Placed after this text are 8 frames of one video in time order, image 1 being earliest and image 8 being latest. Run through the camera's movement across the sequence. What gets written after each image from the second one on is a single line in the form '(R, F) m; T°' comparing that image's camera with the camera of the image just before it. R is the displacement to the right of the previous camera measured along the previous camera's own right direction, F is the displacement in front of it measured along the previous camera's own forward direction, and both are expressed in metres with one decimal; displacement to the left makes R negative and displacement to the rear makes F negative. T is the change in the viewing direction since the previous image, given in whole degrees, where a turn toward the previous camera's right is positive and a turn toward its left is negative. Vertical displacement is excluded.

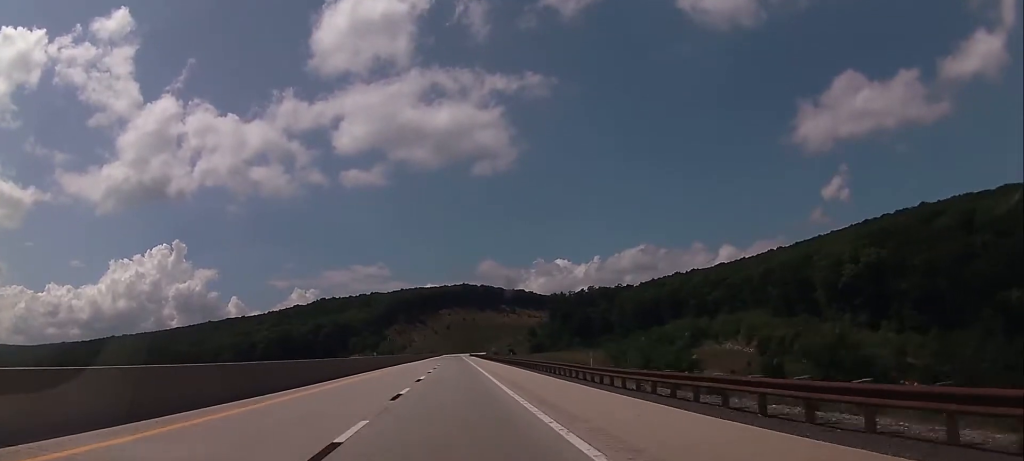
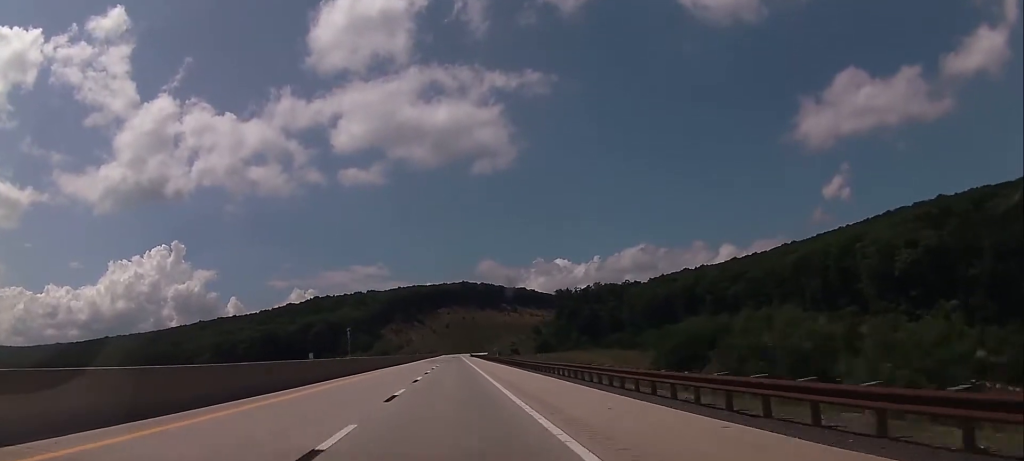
(0.0, +25.2) m; 0°
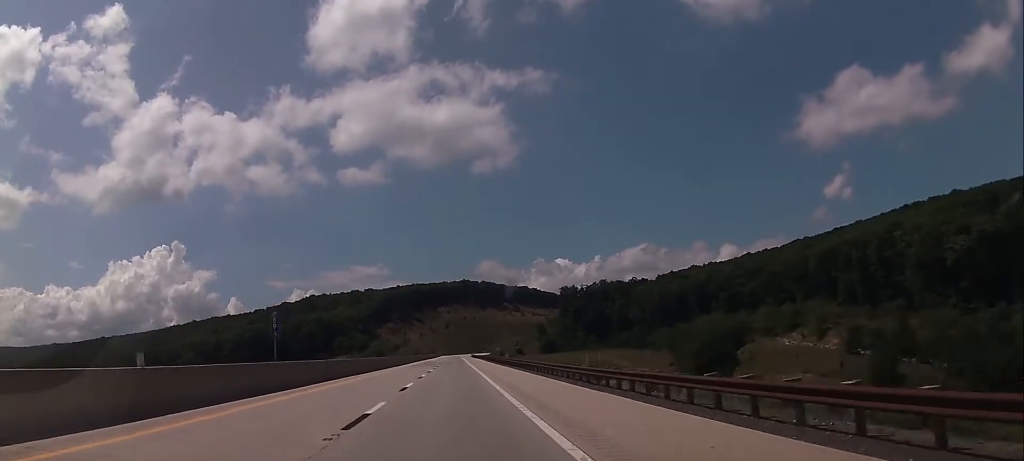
(0.0, +18.6) m; 0°
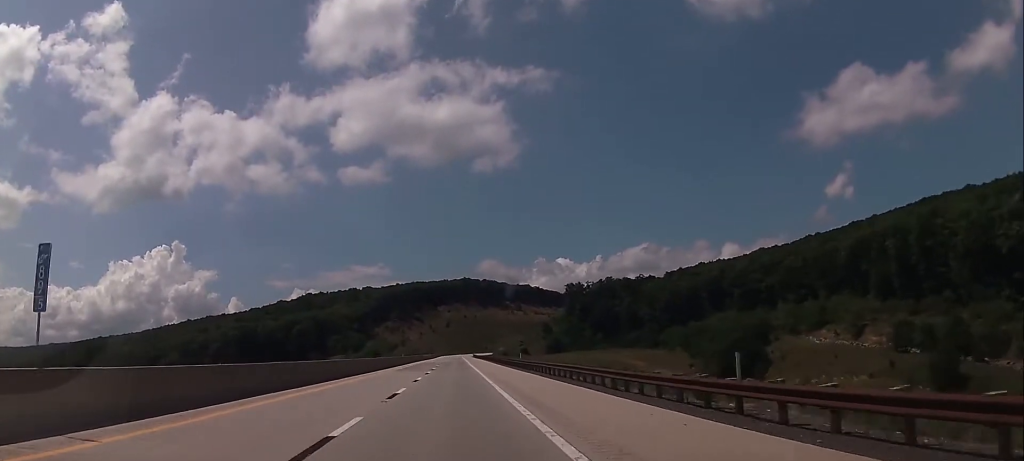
(0.0, +16.4) m; 0°
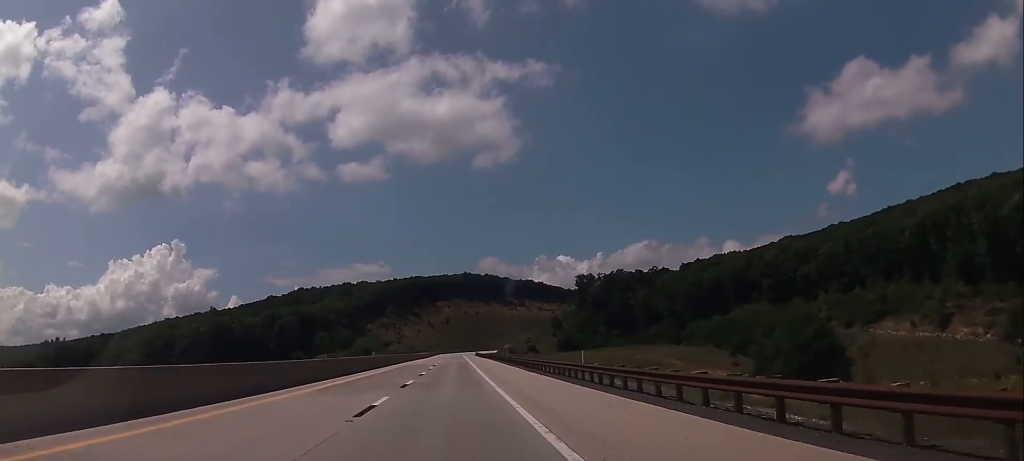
(0.0, +30.6) m; 0°
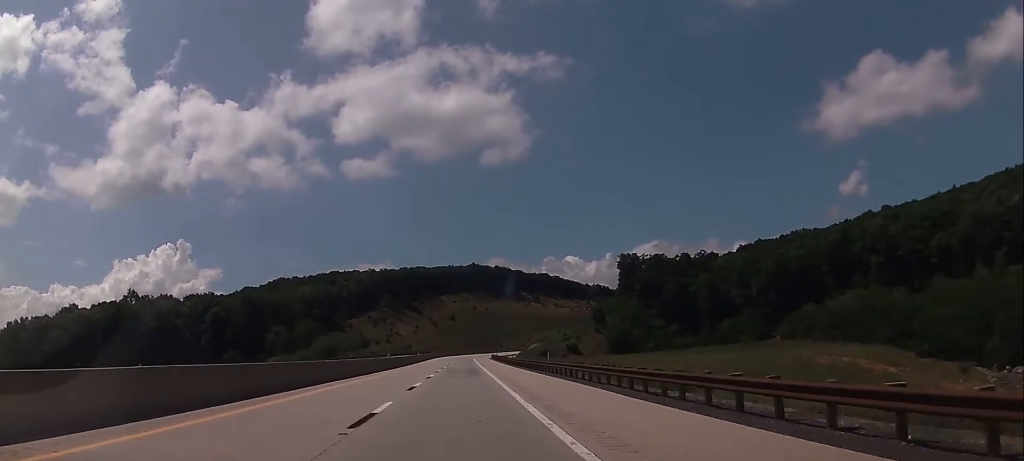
(+0.1, +75.4) m; 0°
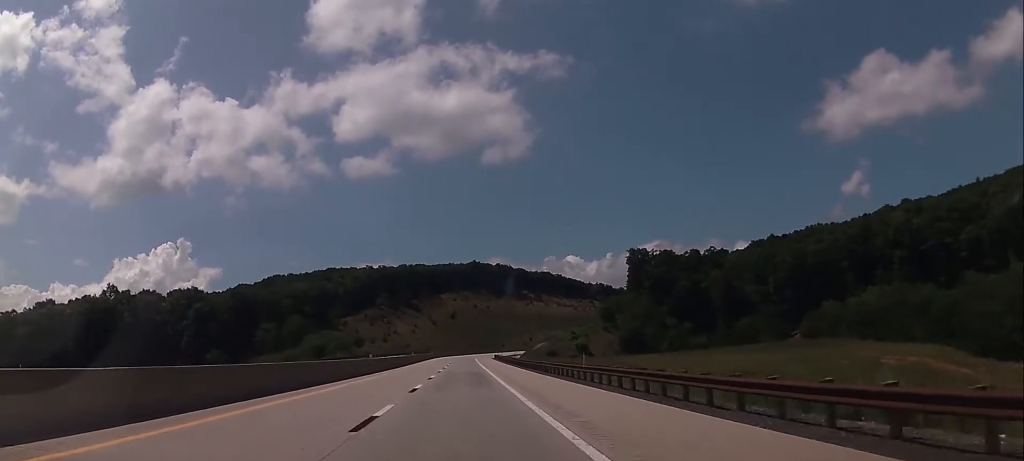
(0.0, +13.1) m; 0°
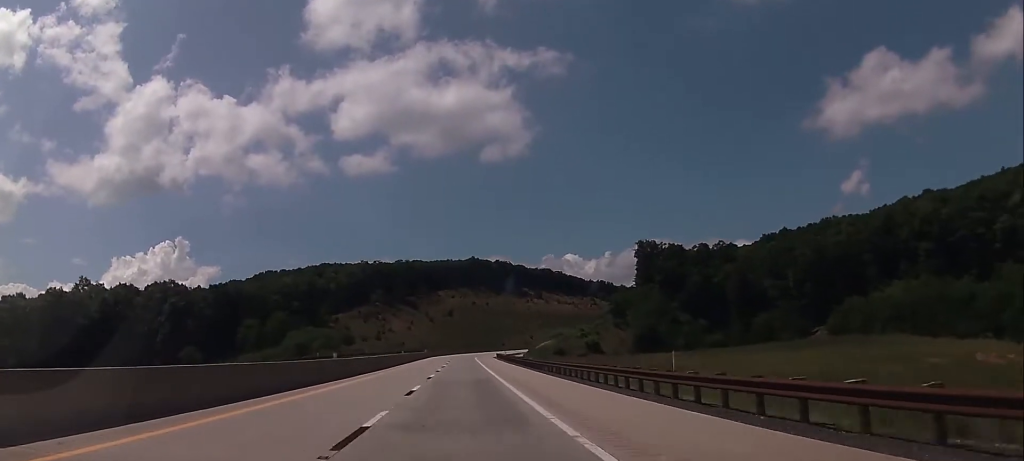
(0.0, +14.2) m; 0°
